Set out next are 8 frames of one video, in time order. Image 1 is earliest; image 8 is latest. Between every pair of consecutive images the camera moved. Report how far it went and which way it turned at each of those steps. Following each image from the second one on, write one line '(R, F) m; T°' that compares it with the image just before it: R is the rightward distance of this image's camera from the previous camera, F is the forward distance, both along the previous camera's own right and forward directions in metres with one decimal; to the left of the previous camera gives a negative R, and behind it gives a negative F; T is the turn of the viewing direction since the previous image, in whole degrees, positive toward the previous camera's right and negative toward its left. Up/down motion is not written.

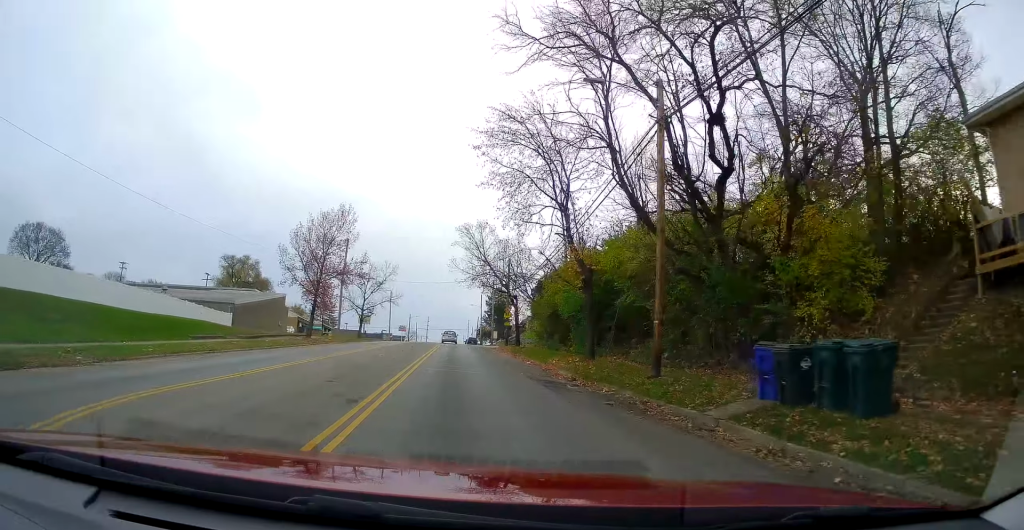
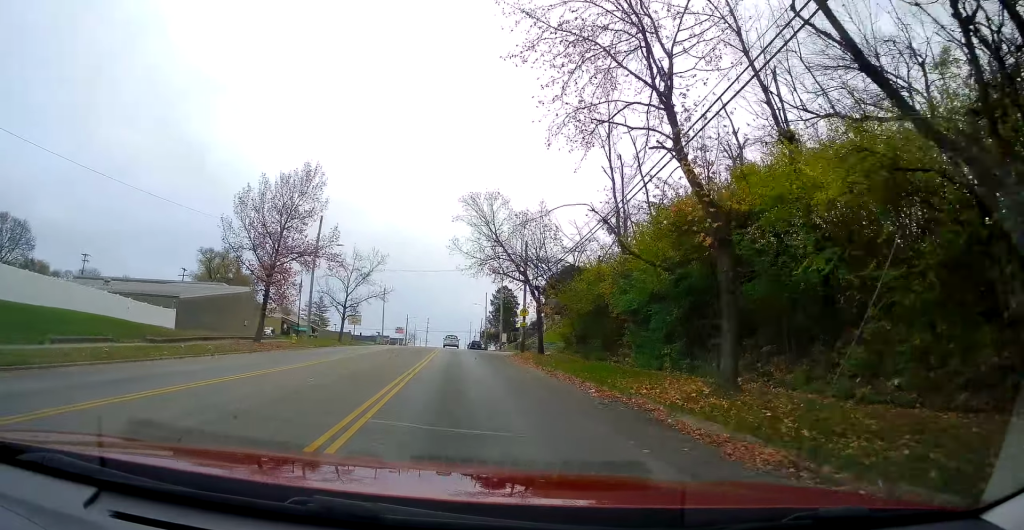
(0.0, +12.9) m; +1°
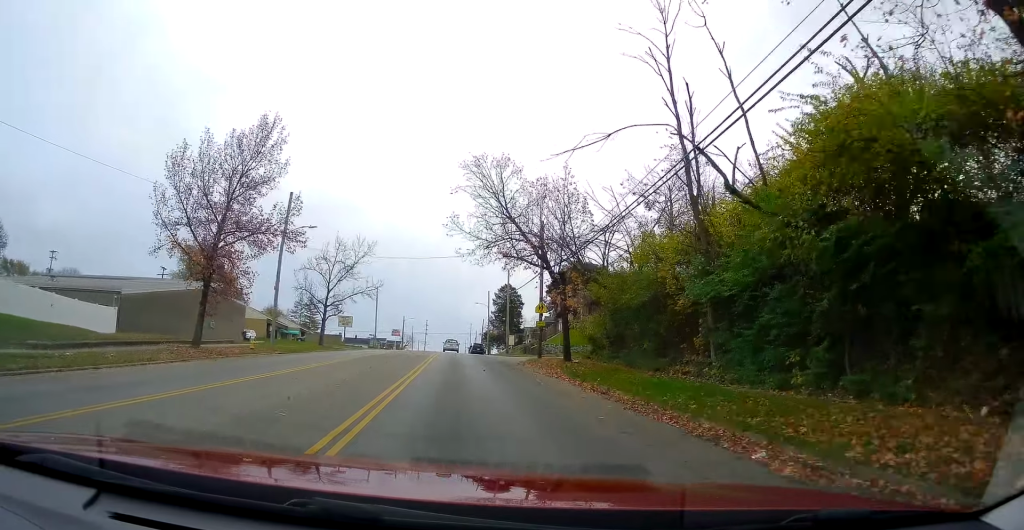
(-0.1, +9.1) m; +1°
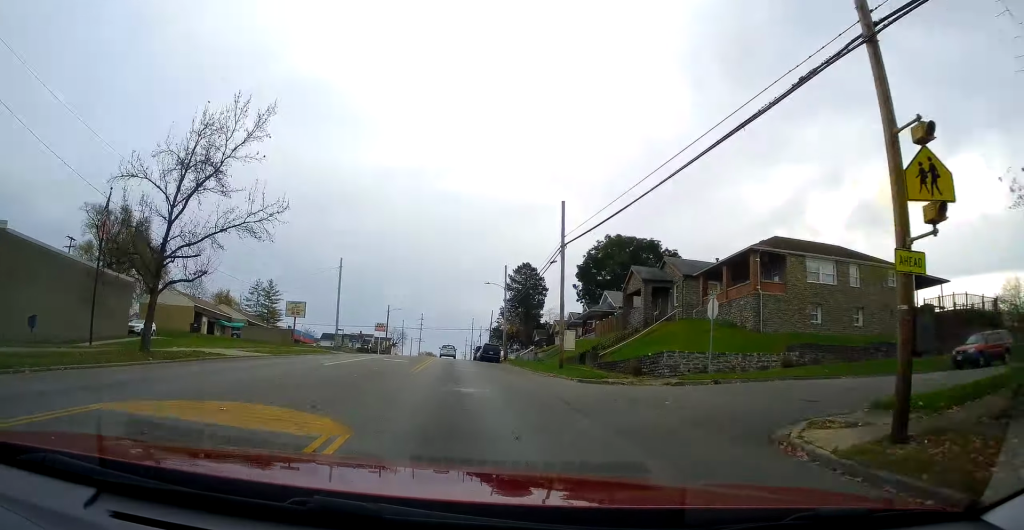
(+1.1, +32.1) m; +1°
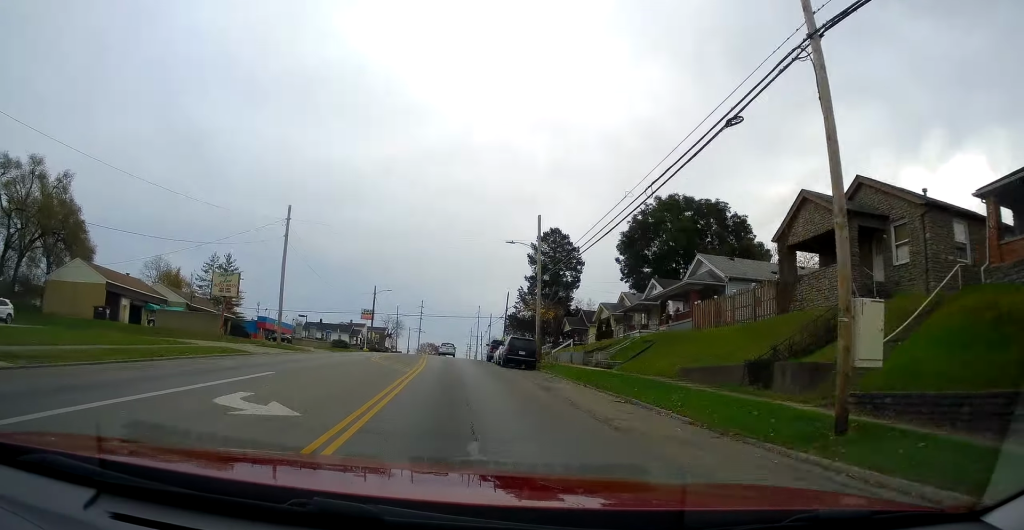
(-0.8, +23.3) m; -4°
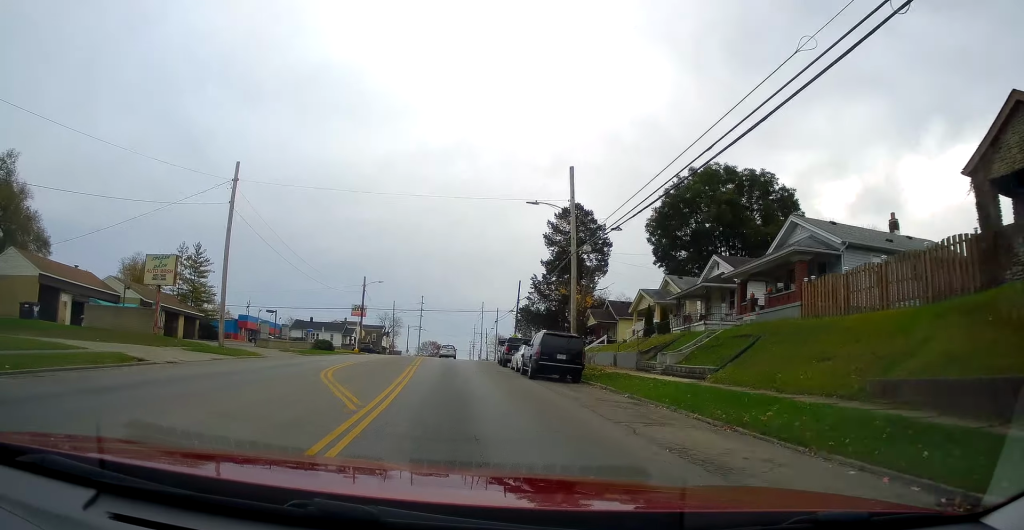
(-0.3, +11.5) m; 0°
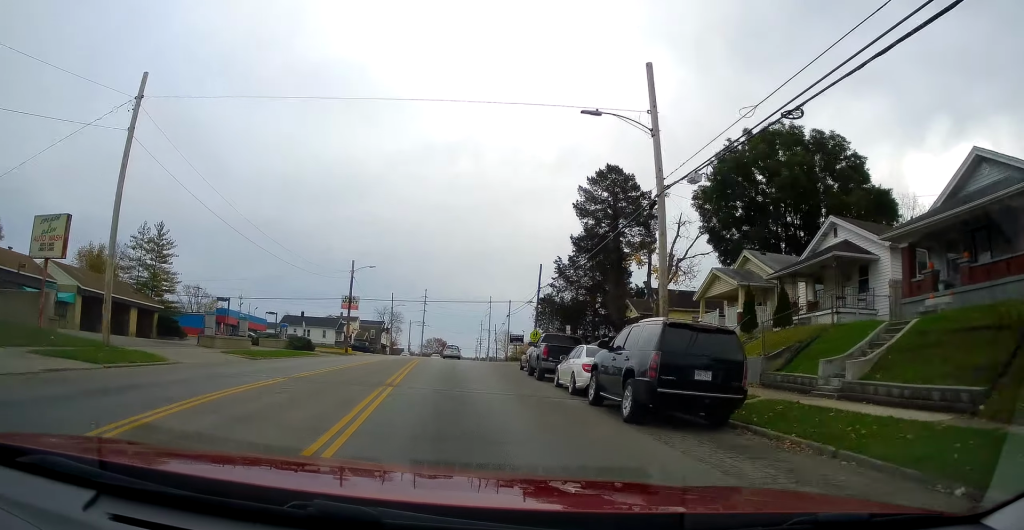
(+0.1, +12.2) m; +1°
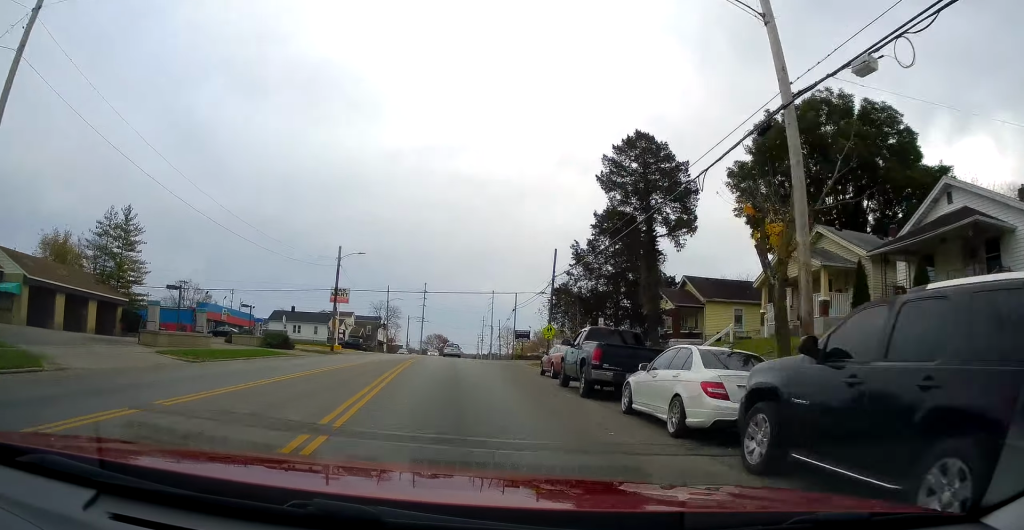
(+0.1, +7.6) m; +1°
